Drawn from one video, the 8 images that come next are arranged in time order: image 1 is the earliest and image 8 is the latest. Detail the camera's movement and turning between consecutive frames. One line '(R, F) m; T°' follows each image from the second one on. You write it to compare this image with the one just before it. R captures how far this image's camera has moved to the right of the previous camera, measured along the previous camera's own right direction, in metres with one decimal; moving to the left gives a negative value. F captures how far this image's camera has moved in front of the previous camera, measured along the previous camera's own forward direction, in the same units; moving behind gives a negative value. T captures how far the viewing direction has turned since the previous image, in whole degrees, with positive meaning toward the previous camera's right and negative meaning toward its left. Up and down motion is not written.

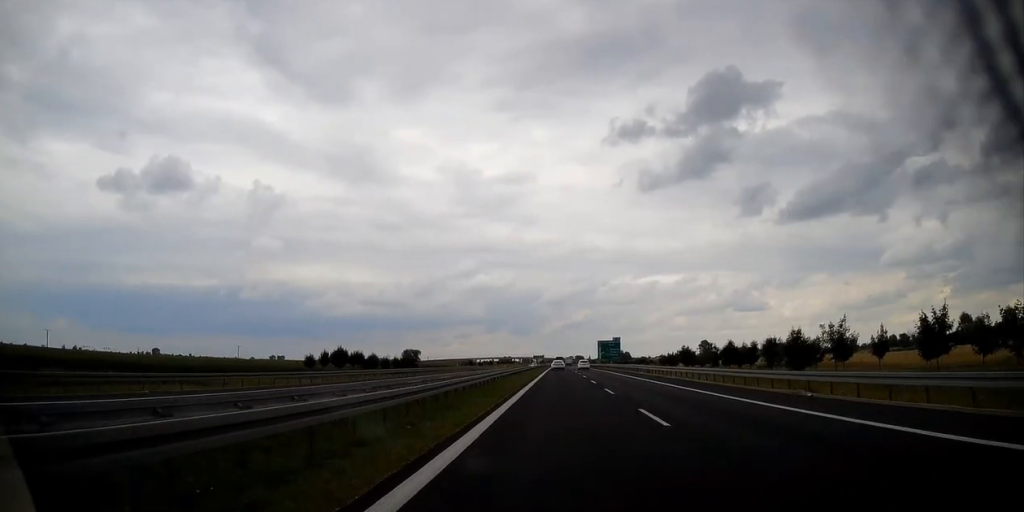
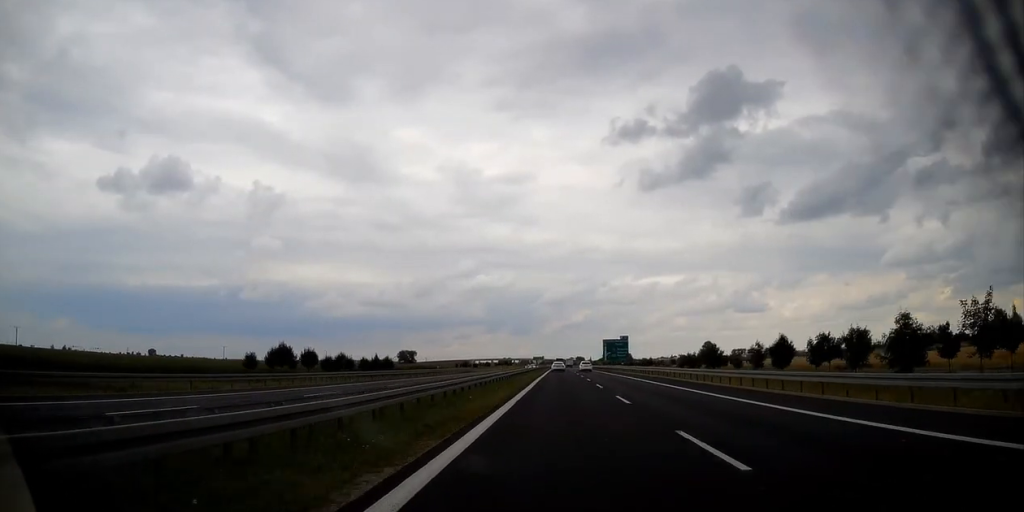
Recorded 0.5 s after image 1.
(-0.2, +17.3) m; 0°
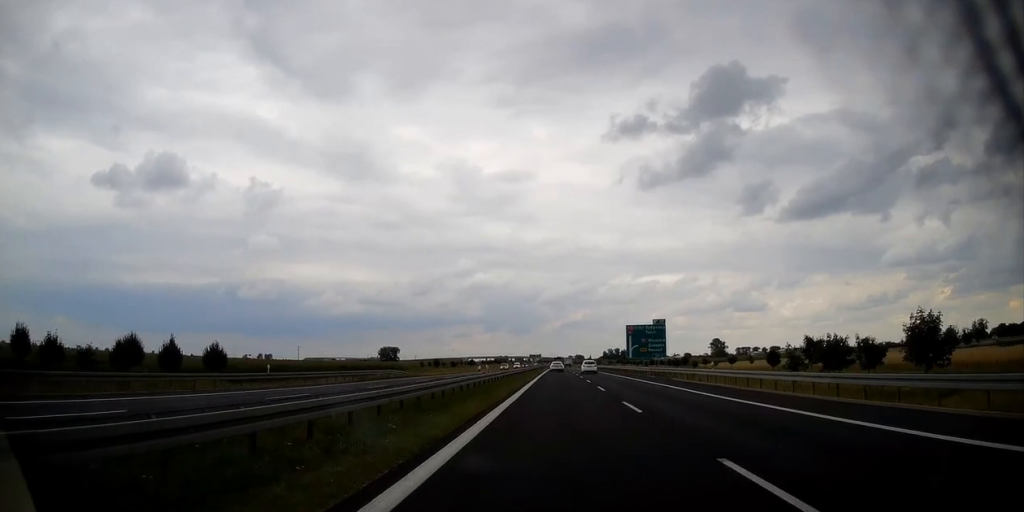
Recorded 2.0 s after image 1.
(+0.2, +51.7) m; 0°
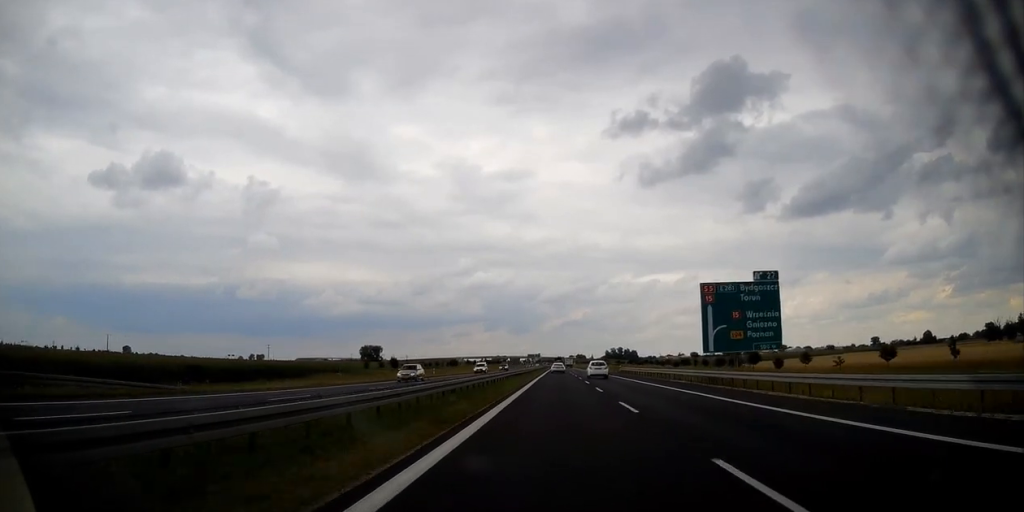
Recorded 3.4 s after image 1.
(+0.1, +48.1) m; 0°
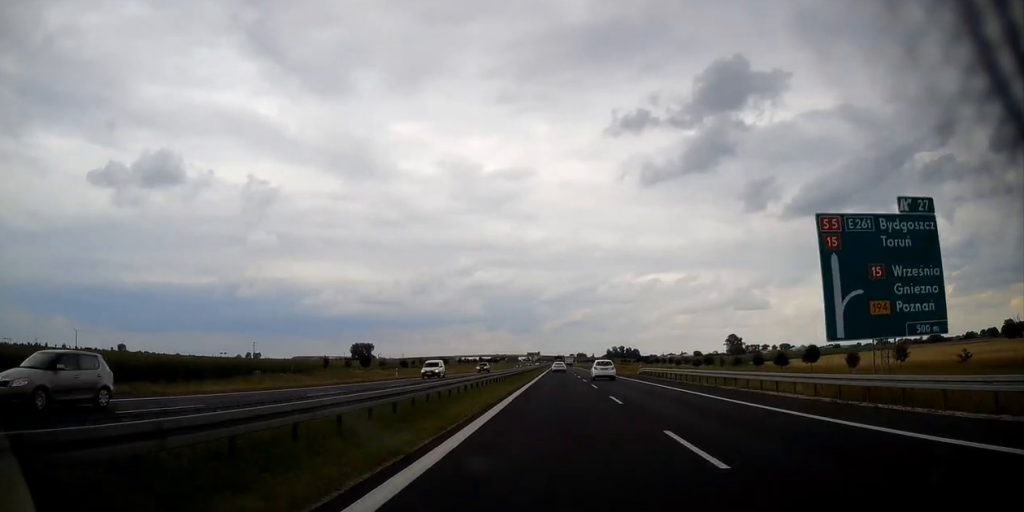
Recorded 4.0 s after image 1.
(0.0, +20.6) m; 0°
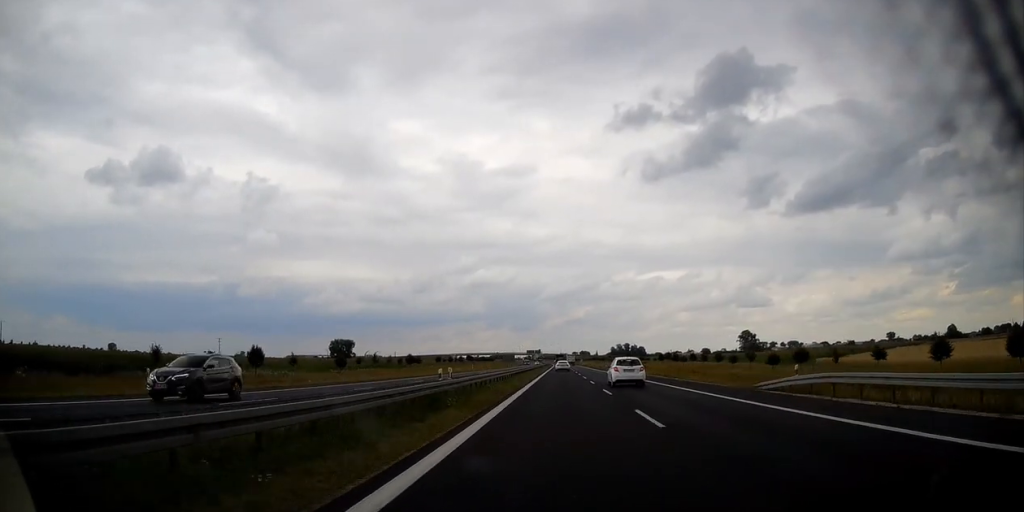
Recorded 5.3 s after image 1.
(-0.4, +43.4) m; 0°
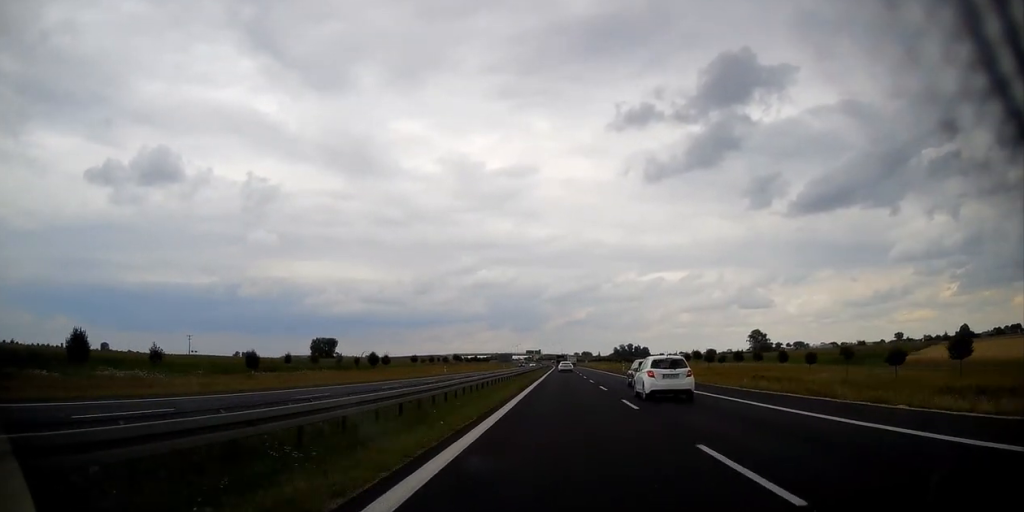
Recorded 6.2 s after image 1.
(+0.1, +30.9) m; 0°
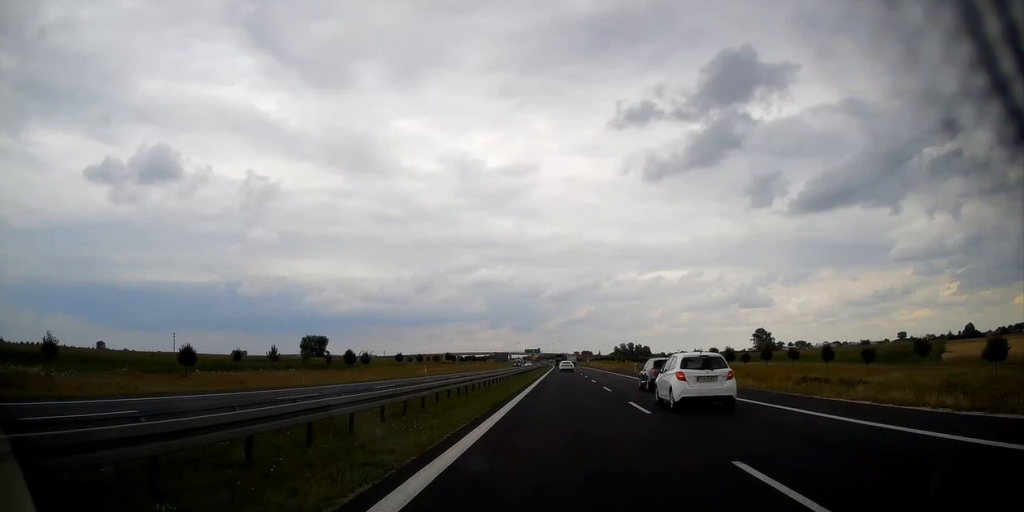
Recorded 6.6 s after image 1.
(+0.2, +13.7) m; 0°
